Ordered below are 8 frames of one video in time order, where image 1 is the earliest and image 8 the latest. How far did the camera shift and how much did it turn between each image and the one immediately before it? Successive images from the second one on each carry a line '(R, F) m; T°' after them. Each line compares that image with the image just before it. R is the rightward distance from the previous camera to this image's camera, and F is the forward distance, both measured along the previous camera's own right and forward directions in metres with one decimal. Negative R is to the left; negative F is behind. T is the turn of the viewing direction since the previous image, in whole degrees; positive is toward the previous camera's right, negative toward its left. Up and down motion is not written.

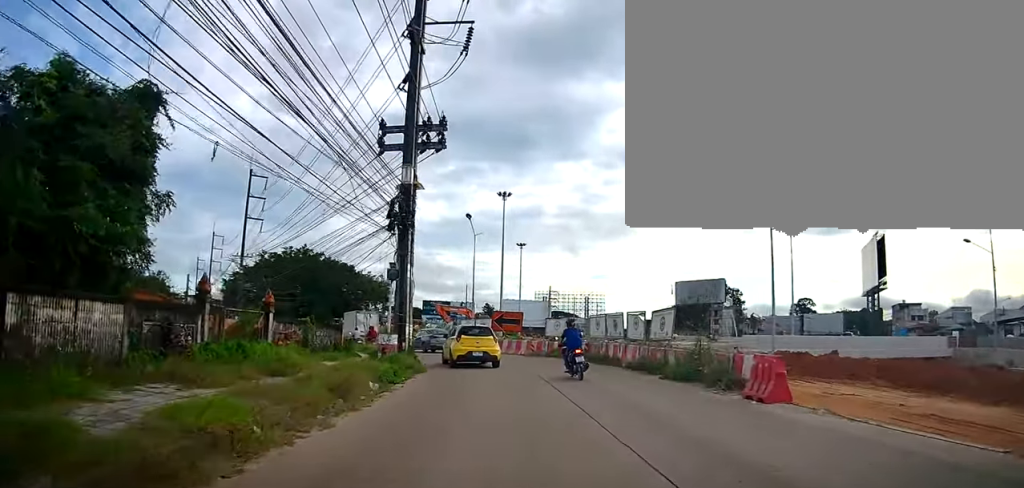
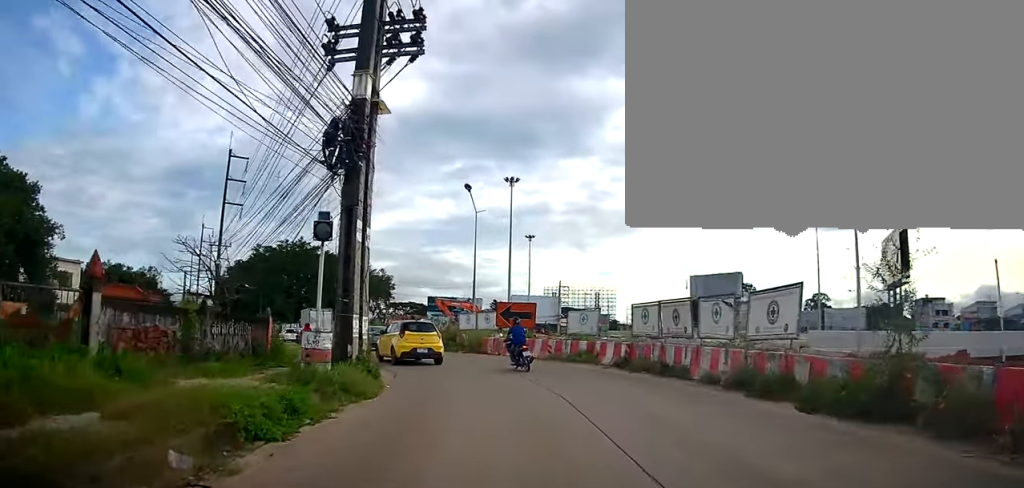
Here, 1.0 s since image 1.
(-0.1, +7.4) m; -3°
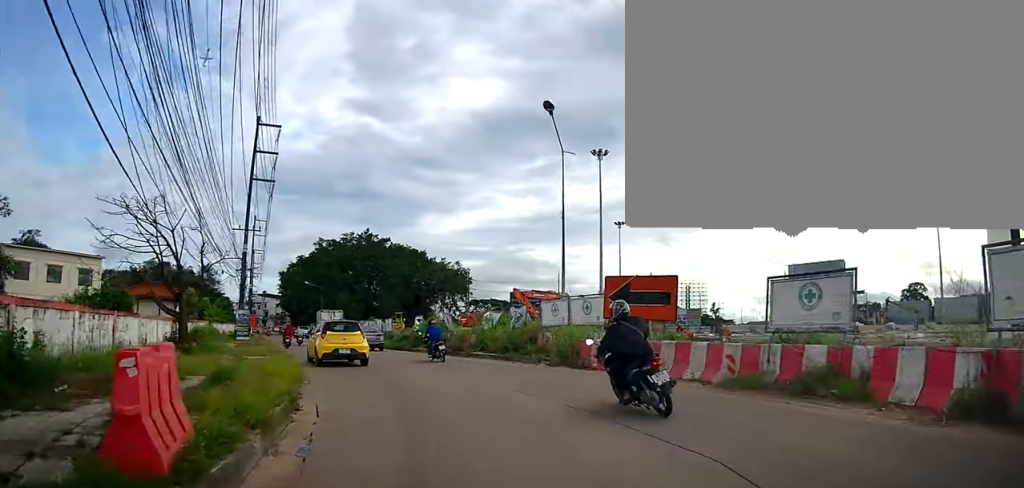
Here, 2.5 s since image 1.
(-0.7, +11.6) m; -6°
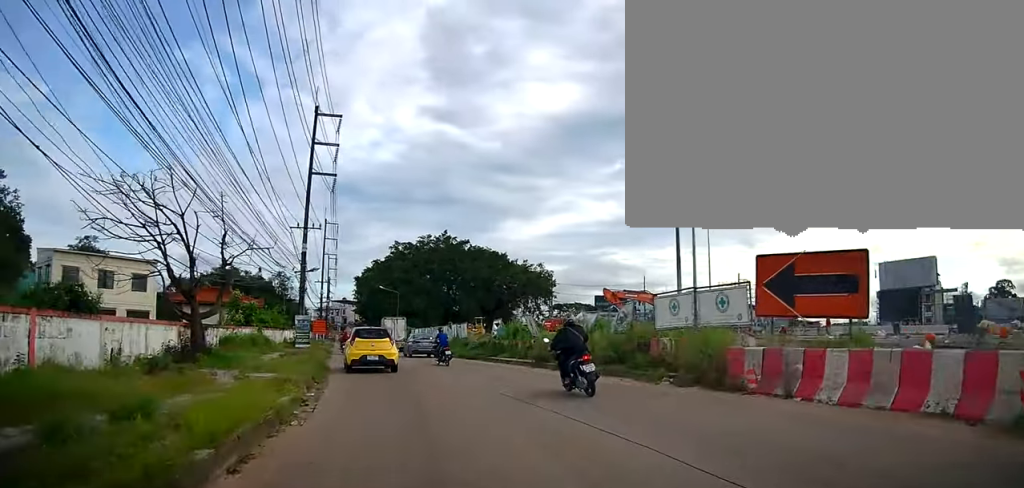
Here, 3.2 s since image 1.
(-0.1, +5.2) m; -6°
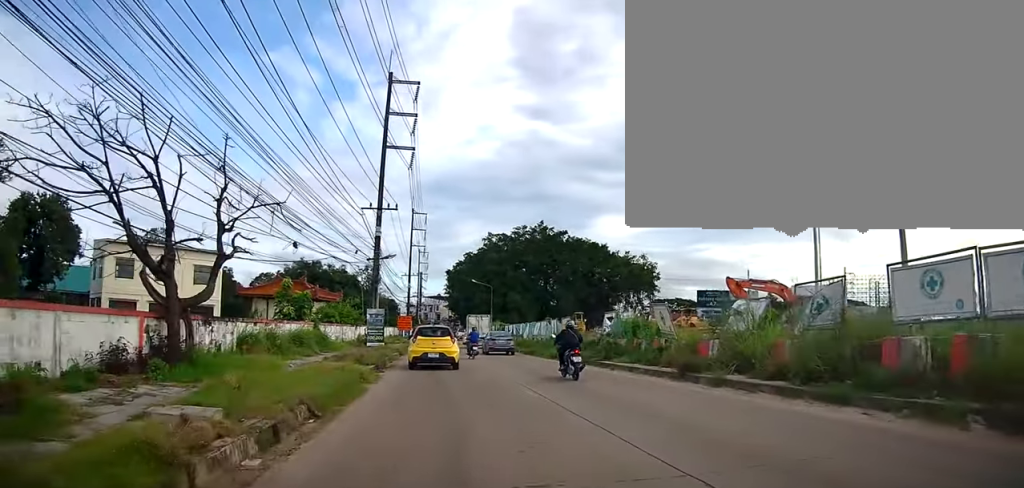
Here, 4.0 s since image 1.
(-0.5, +6.7) m; -11°
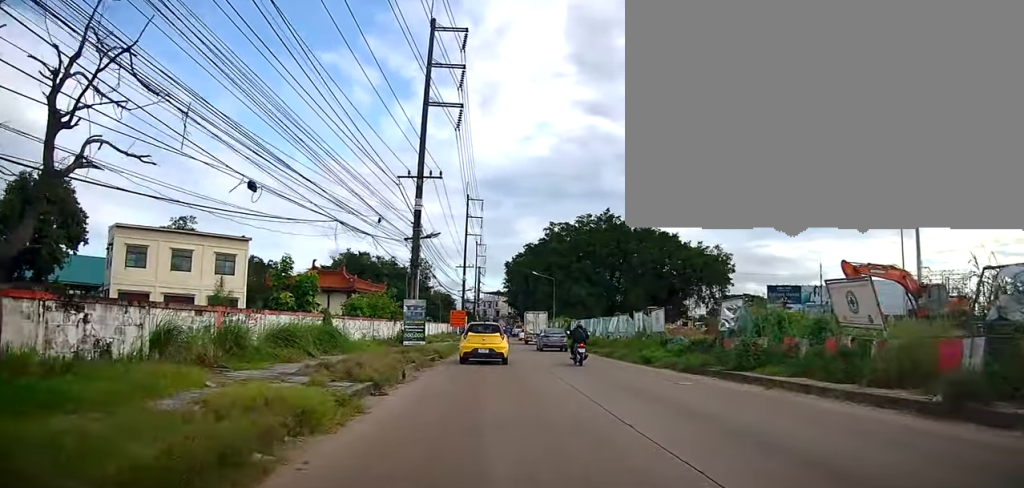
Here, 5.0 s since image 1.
(-0.9, +7.5) m; -8°
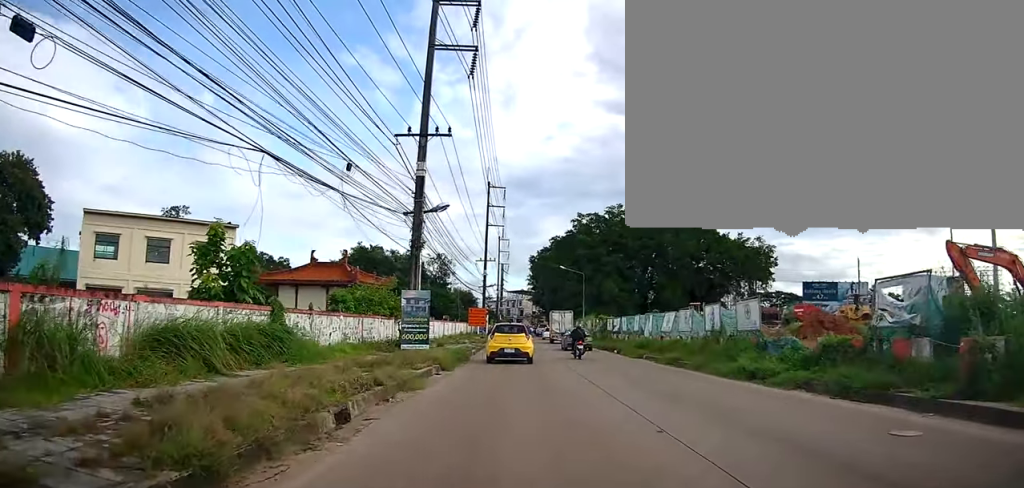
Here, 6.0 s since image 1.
(-0.2, +7.1) m; -1°
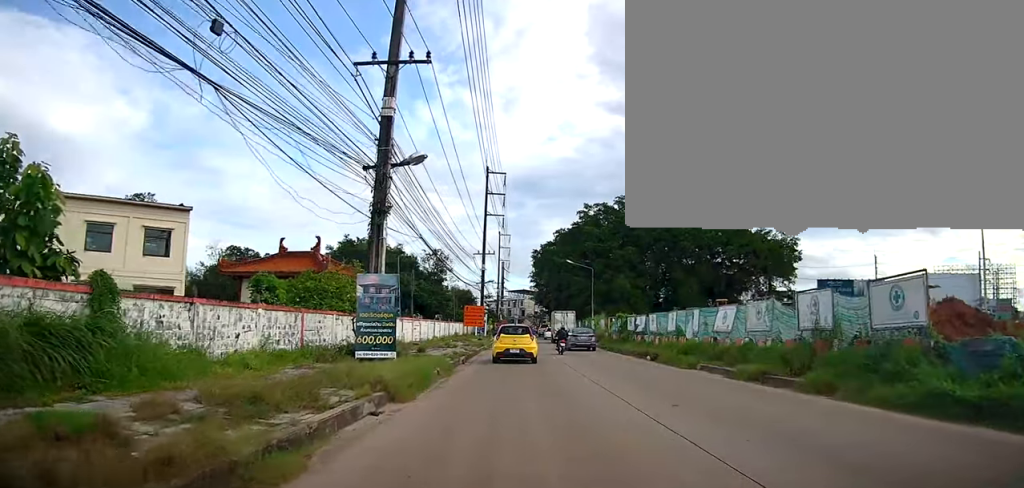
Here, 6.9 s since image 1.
(+0.2, +7.2) m; -3°
